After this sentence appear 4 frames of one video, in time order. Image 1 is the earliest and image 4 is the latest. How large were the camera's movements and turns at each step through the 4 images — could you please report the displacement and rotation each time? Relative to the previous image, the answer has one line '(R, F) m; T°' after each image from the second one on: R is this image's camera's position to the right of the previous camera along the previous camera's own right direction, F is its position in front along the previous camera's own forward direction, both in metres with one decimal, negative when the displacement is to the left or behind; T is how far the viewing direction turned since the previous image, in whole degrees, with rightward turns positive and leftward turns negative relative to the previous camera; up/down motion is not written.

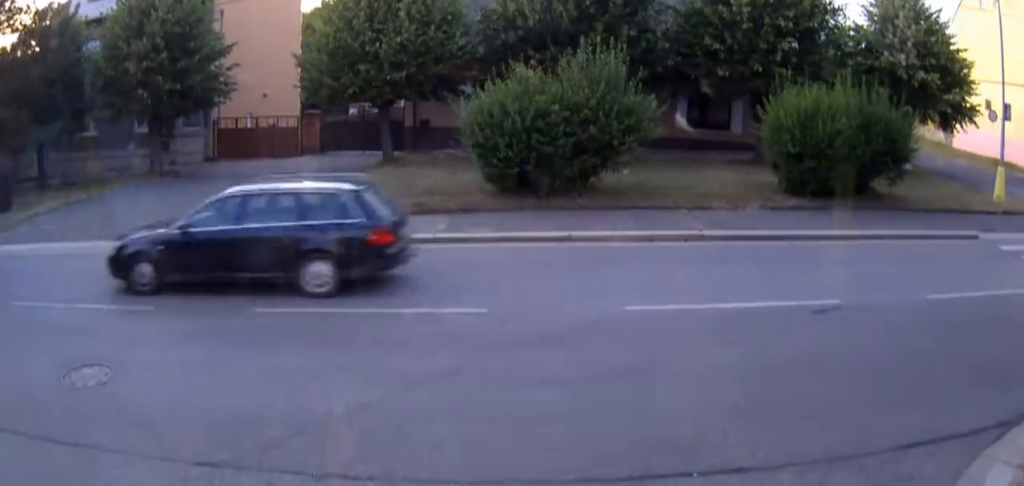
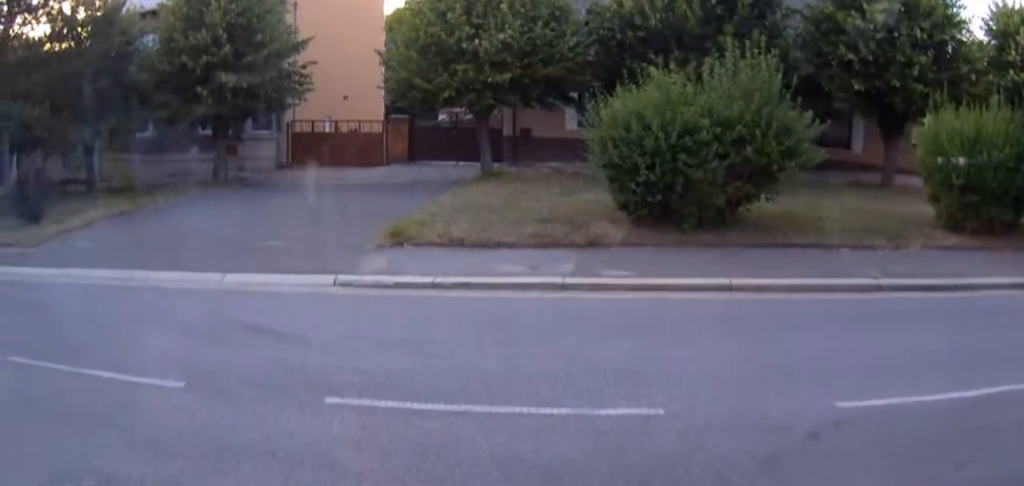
(-0.6, +4.4) m; -35°
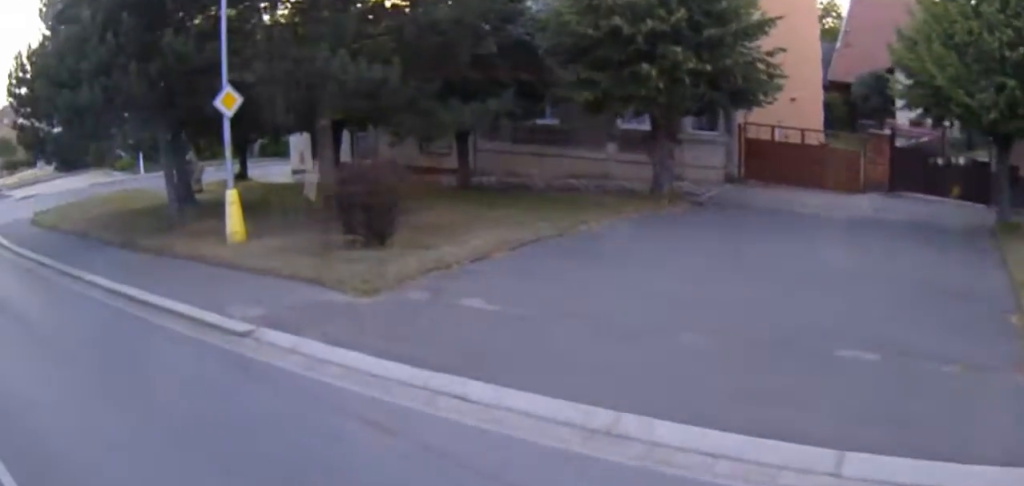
(-2.5, +7.3) m; -17°
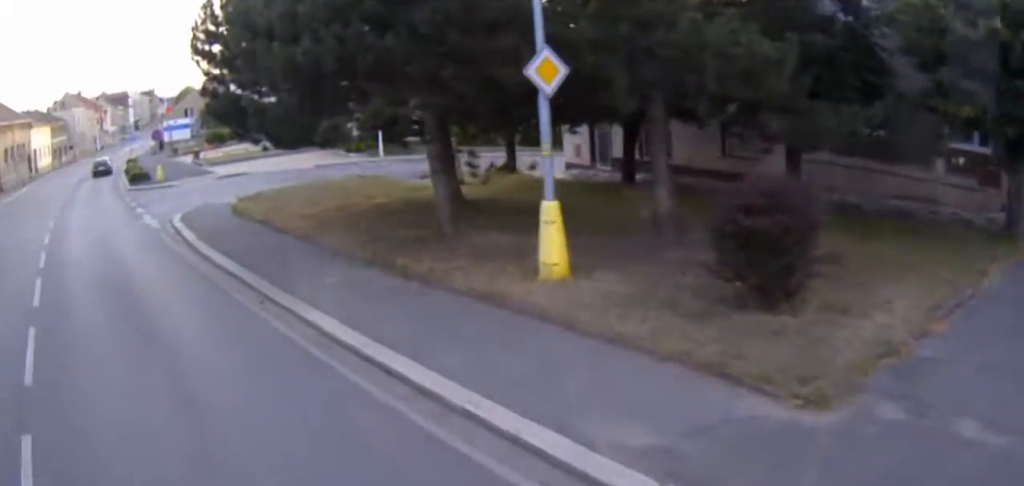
(+0.2, +4.6) m; -5°
